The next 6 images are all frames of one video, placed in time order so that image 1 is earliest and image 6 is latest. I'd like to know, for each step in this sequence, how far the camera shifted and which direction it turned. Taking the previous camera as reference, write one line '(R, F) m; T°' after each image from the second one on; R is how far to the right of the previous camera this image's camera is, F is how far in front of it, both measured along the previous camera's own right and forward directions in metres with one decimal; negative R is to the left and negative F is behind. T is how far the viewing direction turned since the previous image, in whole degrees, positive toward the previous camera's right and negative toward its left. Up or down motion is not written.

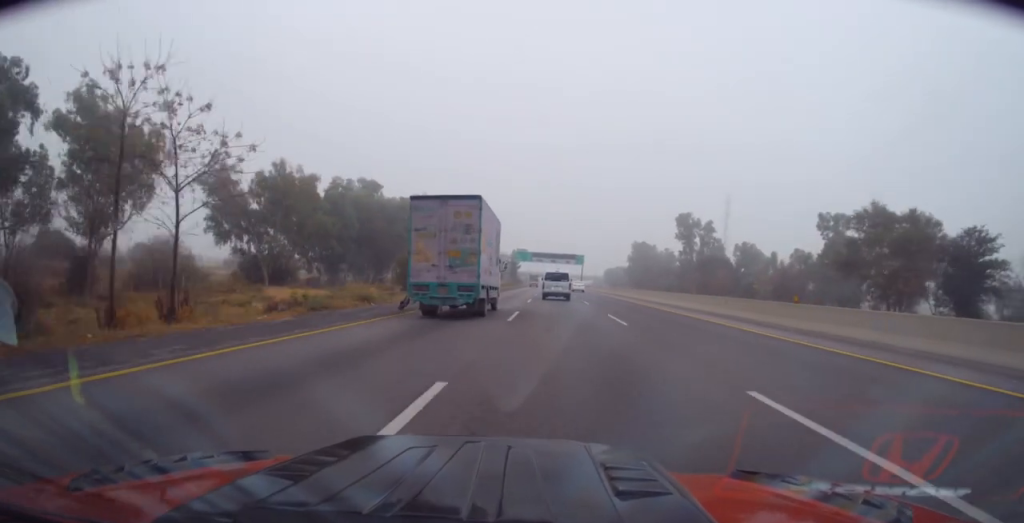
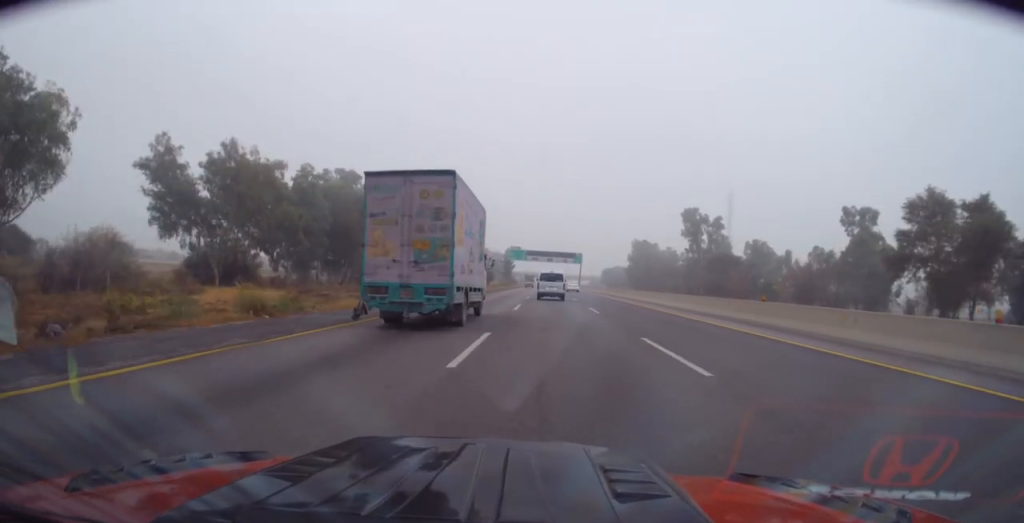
(0.0, +10.5) m; 0°
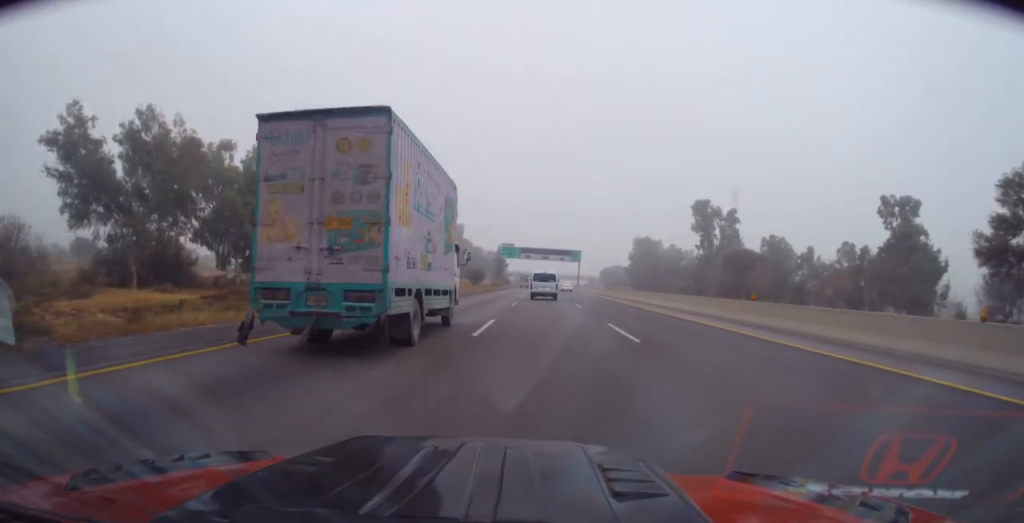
(-0.3, +13.0) m; +1°
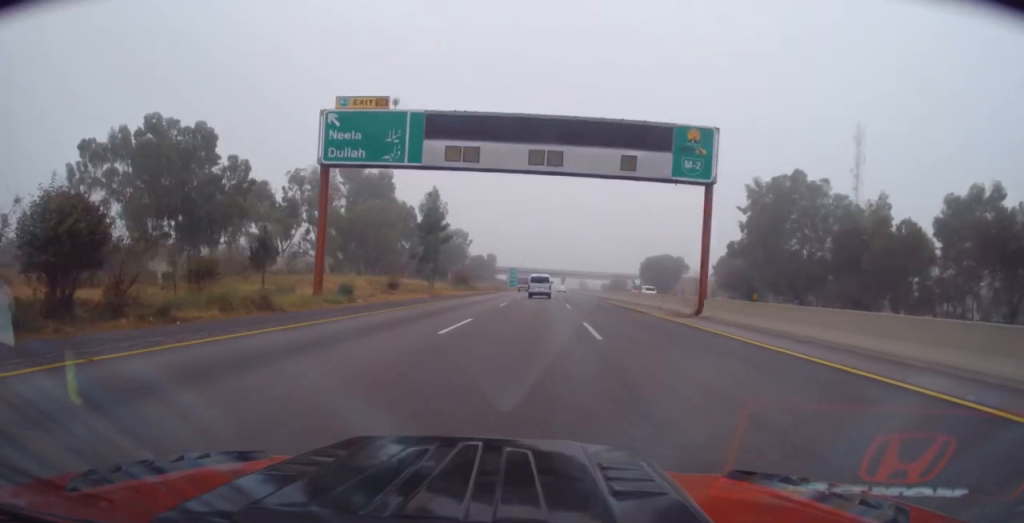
(+0.8, +108.3) m; -1°
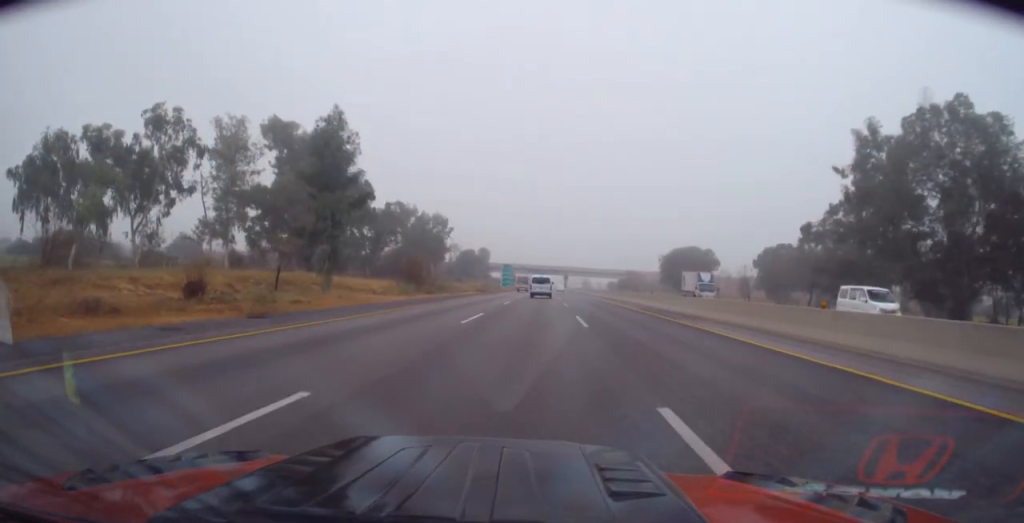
(-0.2, +31.7) m; 0°
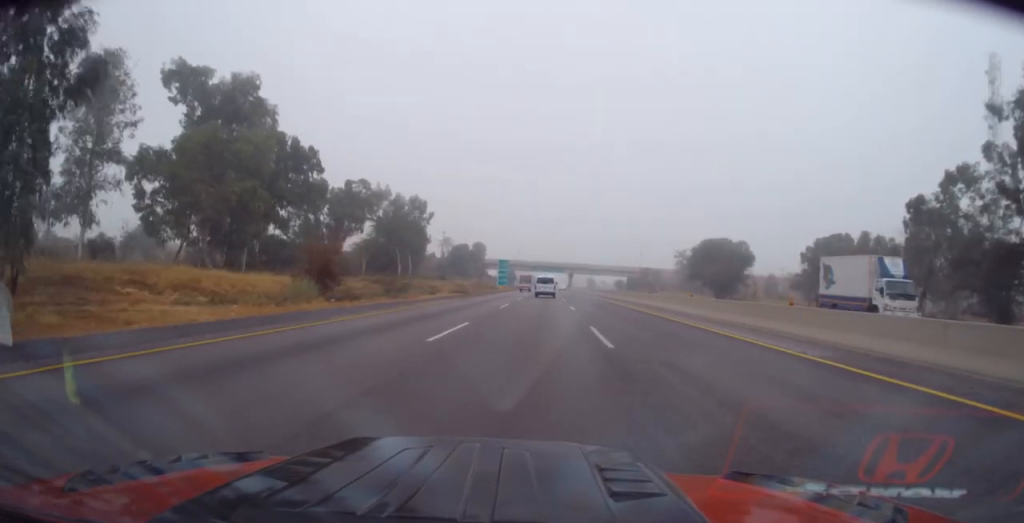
(0.0, +23.7) m; 0°
